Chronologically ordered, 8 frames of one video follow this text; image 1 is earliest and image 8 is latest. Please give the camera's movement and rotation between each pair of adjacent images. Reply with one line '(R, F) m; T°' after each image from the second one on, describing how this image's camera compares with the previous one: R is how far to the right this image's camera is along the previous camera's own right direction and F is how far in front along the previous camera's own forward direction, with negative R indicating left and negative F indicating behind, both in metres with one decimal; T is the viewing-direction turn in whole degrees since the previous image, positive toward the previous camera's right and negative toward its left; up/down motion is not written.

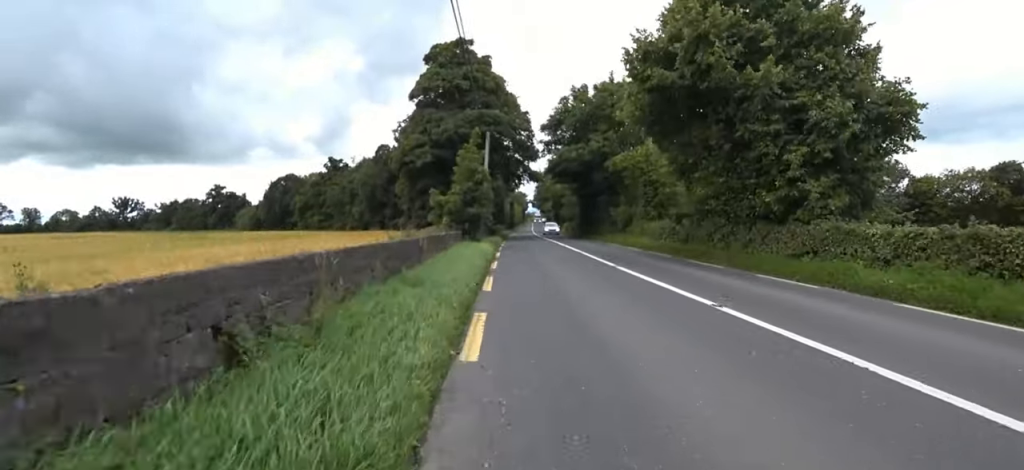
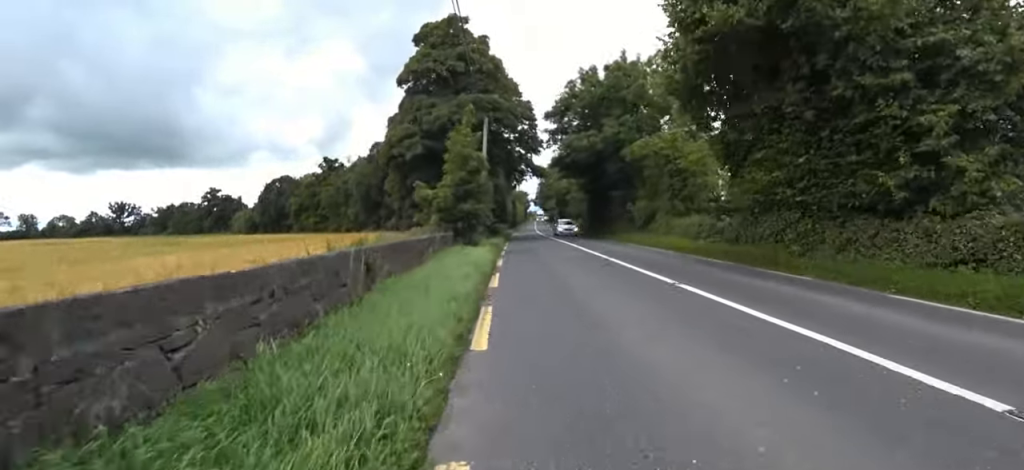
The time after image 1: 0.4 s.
(0.0, +3.7) m; 0°
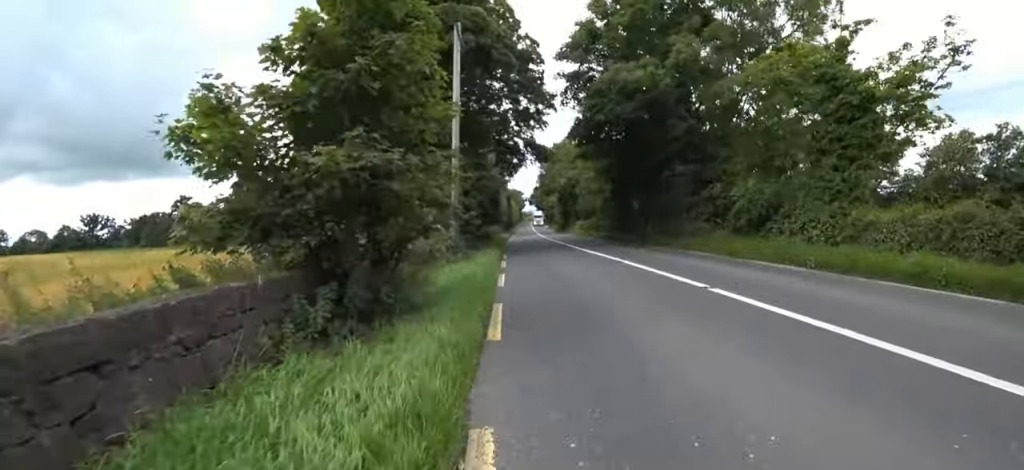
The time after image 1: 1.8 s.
(0.0, +11.7) m; +3°
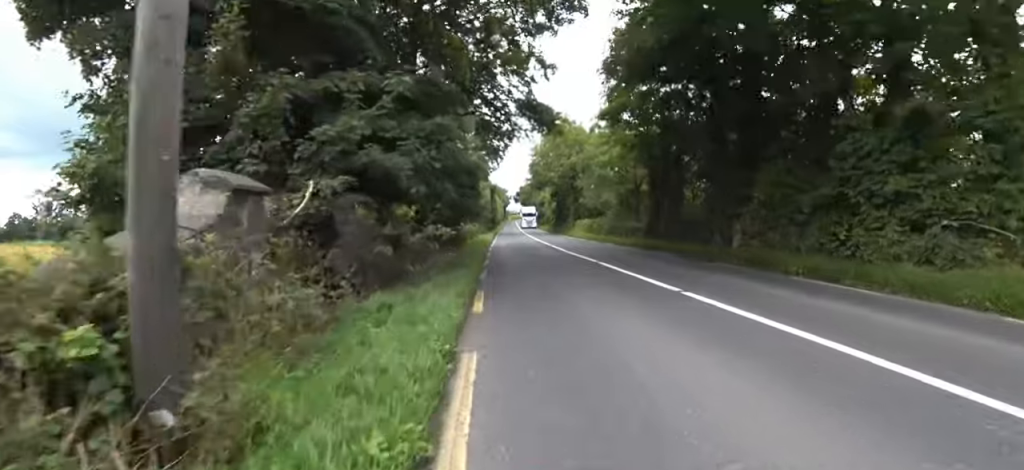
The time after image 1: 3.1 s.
(+0.6, +10.9) m; +1°
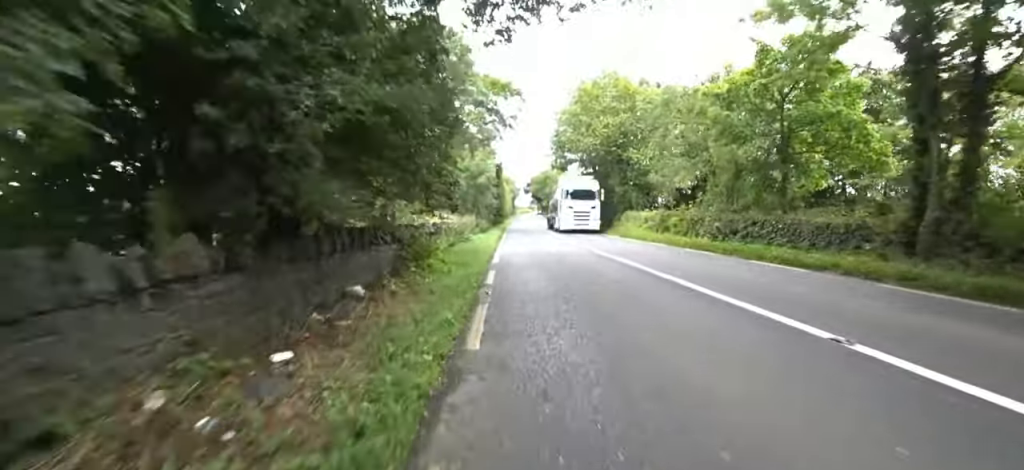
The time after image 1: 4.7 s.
(-1.0, +14.3) m; -4°
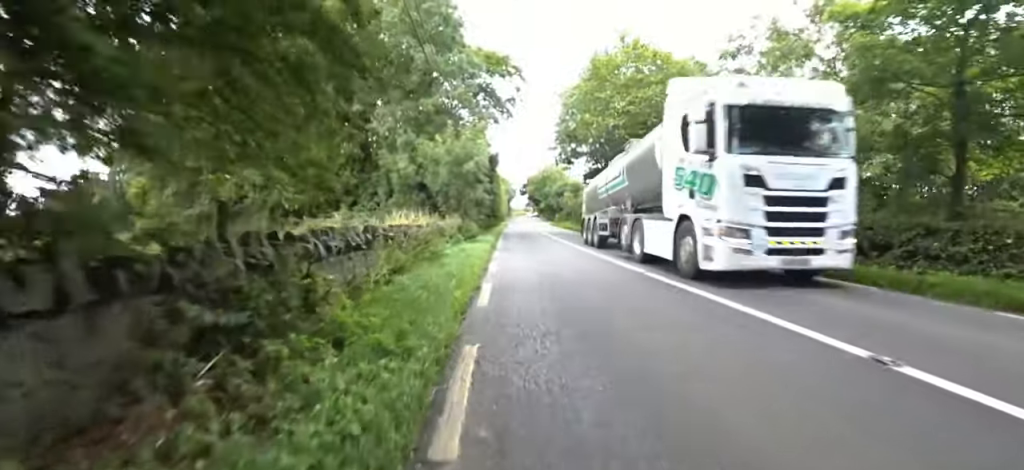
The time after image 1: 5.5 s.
(0.0, +6.0) m; 0°
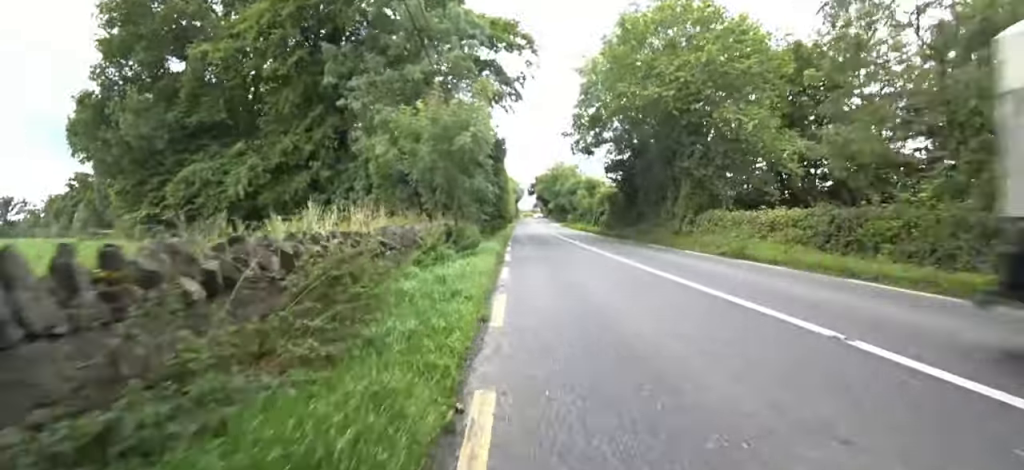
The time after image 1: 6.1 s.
(0.0, +5.1) m; 0°
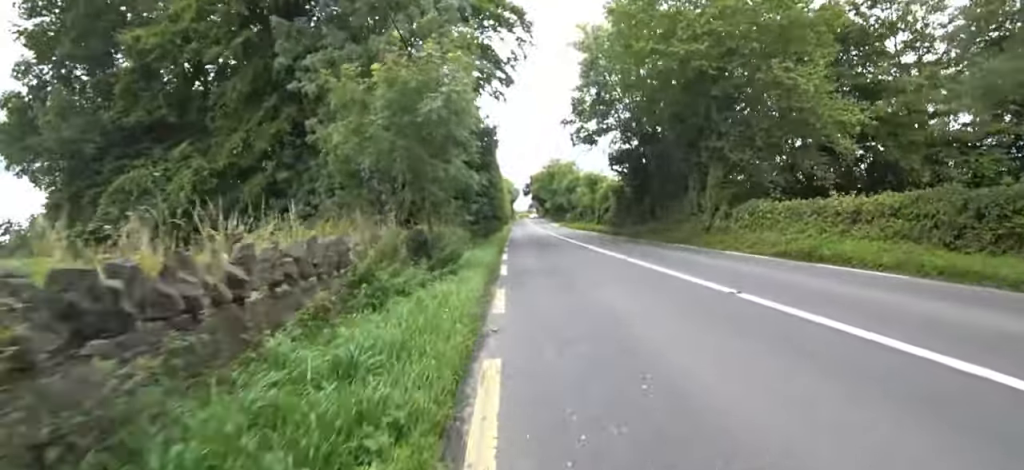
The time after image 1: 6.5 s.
(0.0, +3.3) m; 0°
